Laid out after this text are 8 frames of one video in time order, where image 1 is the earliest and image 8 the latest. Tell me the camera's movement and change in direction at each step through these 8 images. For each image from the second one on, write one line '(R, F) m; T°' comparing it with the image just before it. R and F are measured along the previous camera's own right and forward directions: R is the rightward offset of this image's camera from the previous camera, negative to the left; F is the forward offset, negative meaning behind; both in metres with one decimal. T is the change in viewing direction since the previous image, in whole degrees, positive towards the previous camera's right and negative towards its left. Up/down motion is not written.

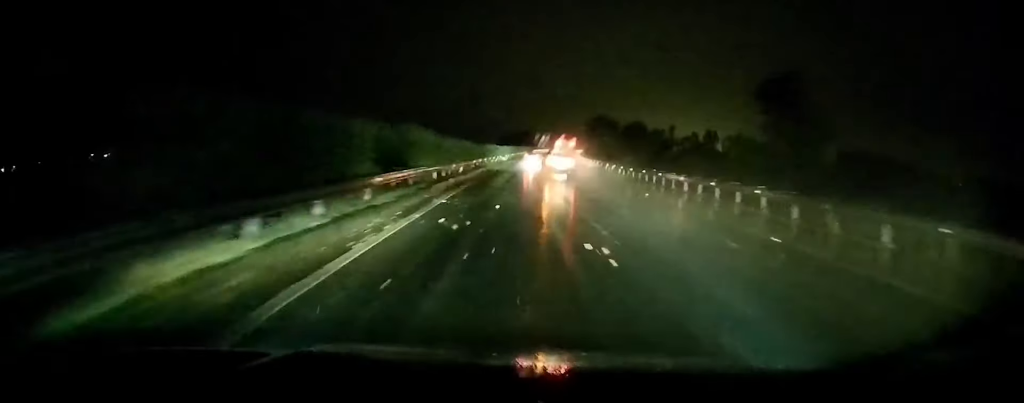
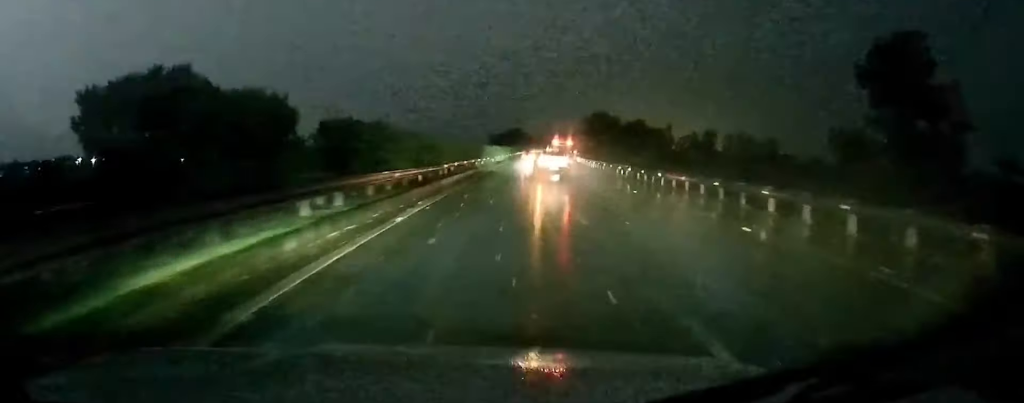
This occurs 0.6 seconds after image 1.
(0.0, +12.7) m; 0°
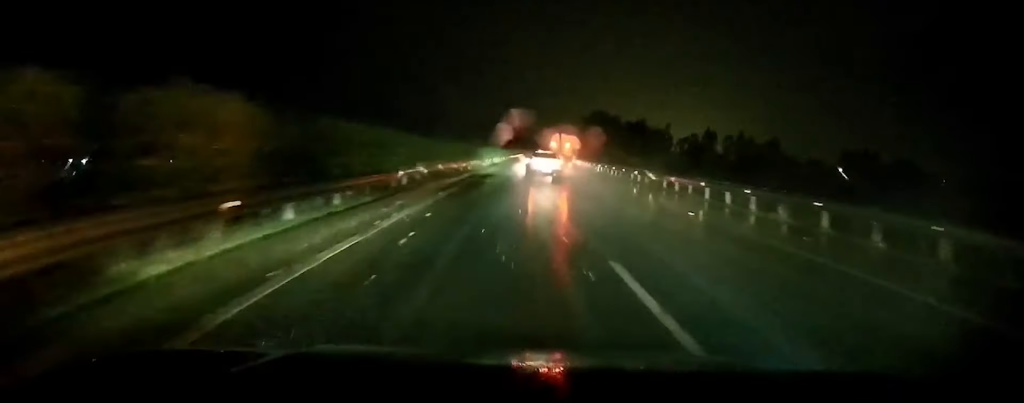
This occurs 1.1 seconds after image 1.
(+0.1, +11.8) m; 0°
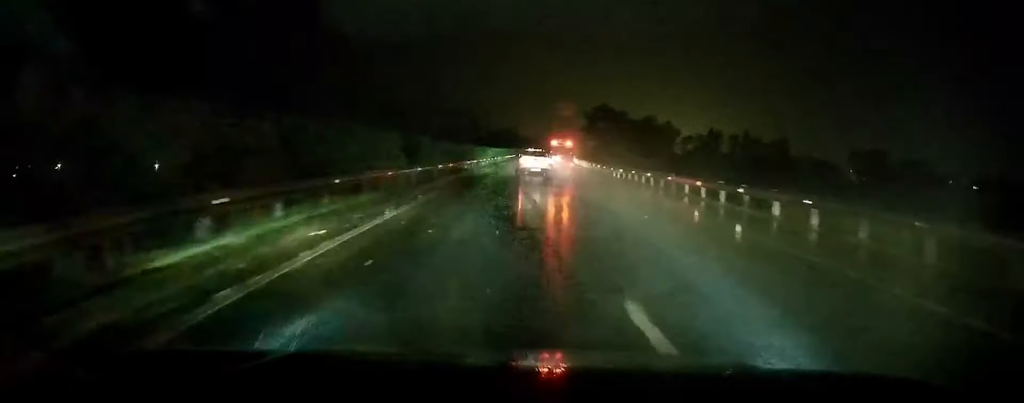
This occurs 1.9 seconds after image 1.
(+0.1, +17.7) m; 0°
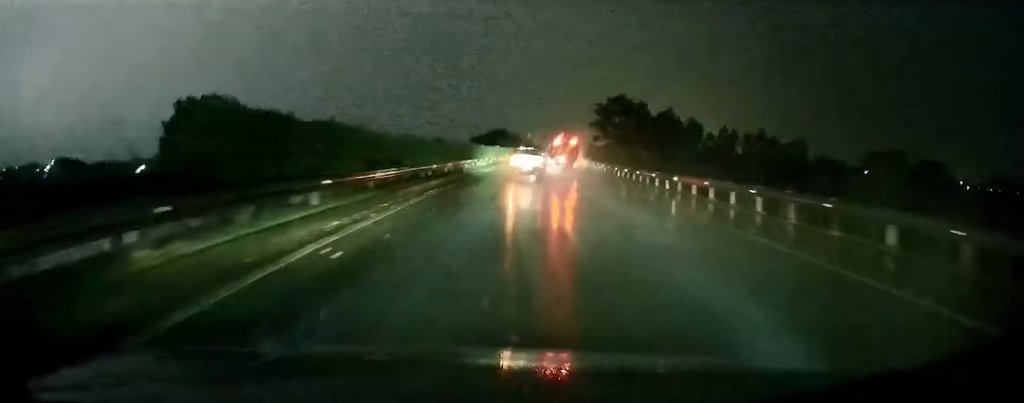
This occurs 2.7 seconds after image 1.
(0.0, +18.3) m; 0°
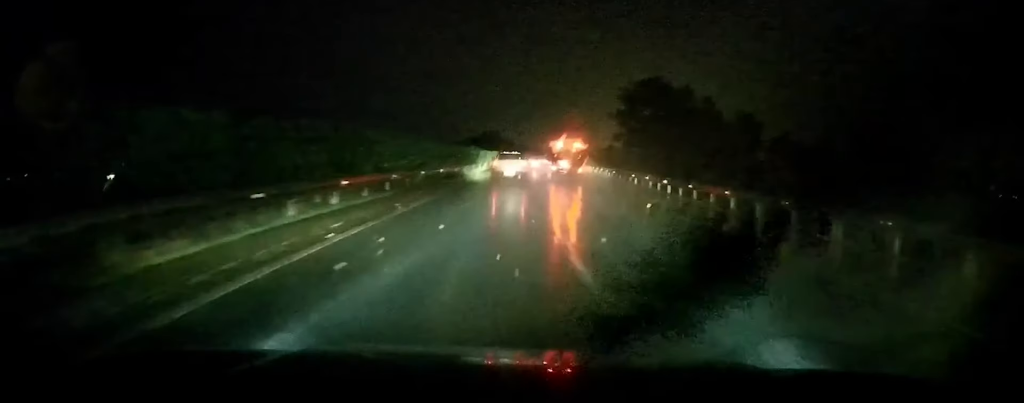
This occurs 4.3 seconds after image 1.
(+0.4, +34.3) m; +1°
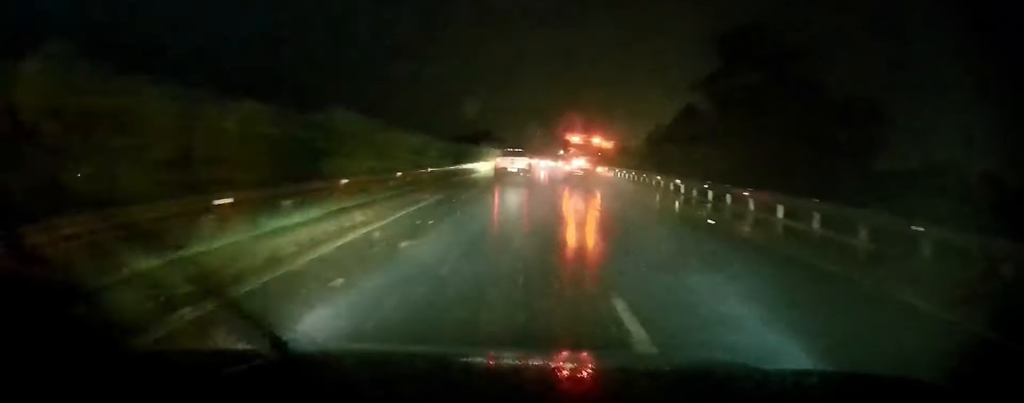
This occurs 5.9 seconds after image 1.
(+0.1, +35.9) m; 0°
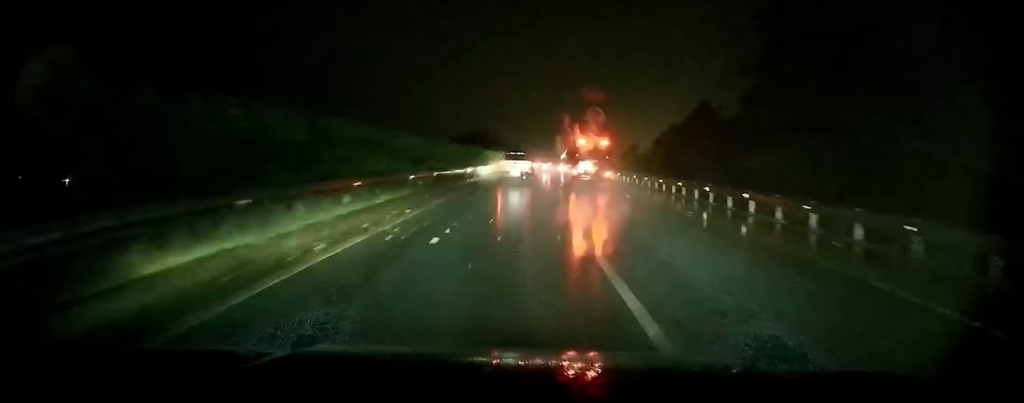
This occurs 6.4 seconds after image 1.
(0.0, +11.1) m; 0°
